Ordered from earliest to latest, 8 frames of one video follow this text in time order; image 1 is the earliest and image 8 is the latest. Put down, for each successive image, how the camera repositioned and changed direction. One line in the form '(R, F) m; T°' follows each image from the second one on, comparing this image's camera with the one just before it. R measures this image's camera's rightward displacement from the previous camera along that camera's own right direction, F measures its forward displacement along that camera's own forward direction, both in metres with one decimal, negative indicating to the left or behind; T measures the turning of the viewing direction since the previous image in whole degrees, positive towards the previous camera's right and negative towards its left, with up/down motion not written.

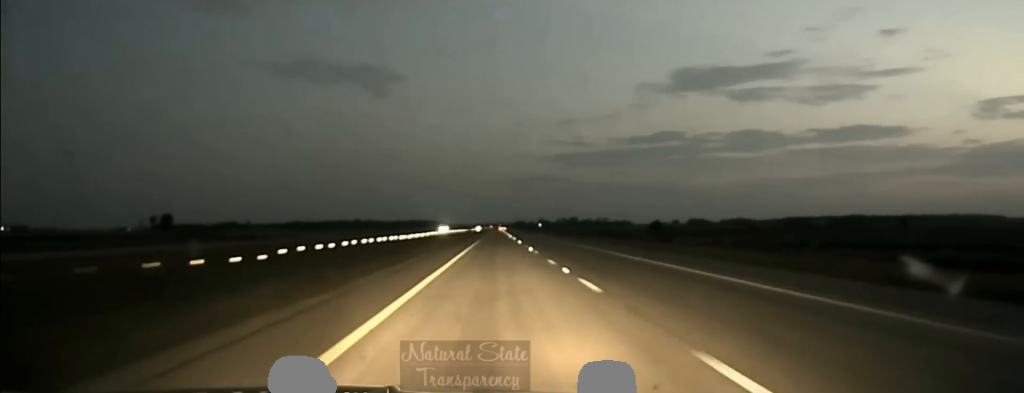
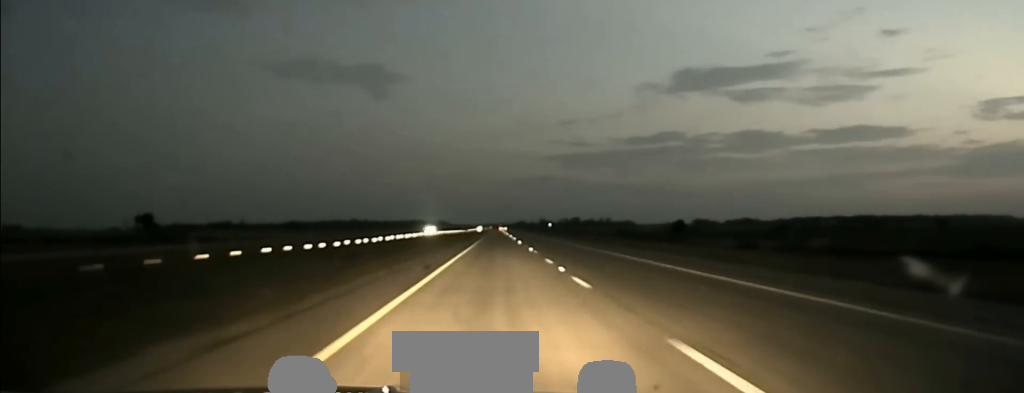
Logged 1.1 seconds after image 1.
(-0.1, +53.0) m; 0°
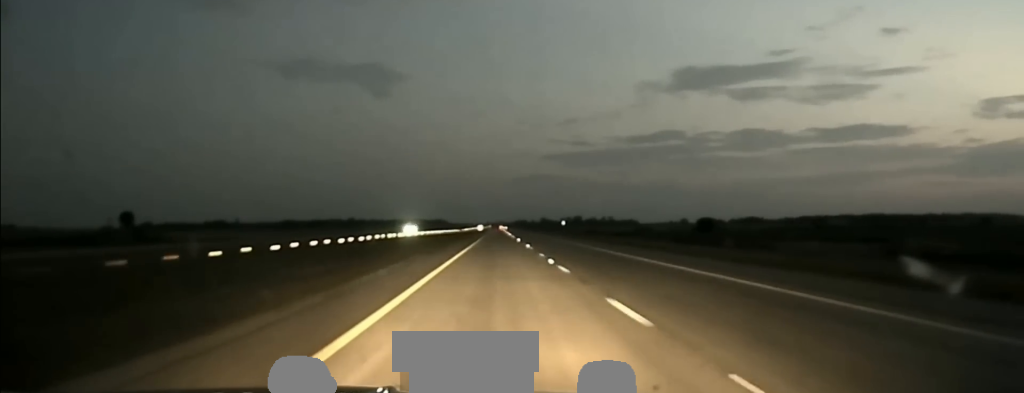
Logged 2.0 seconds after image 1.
(+0.1, +51.3) m; 0°
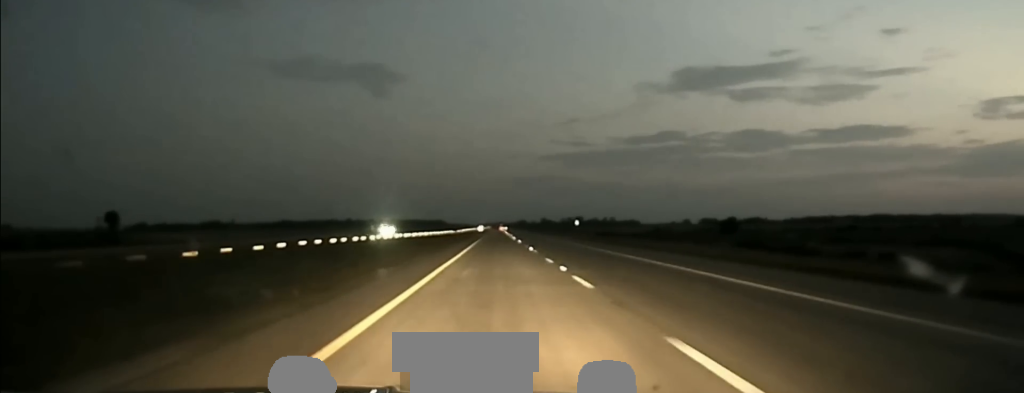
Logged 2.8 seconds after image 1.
(0.0, +35.4) m; 0°
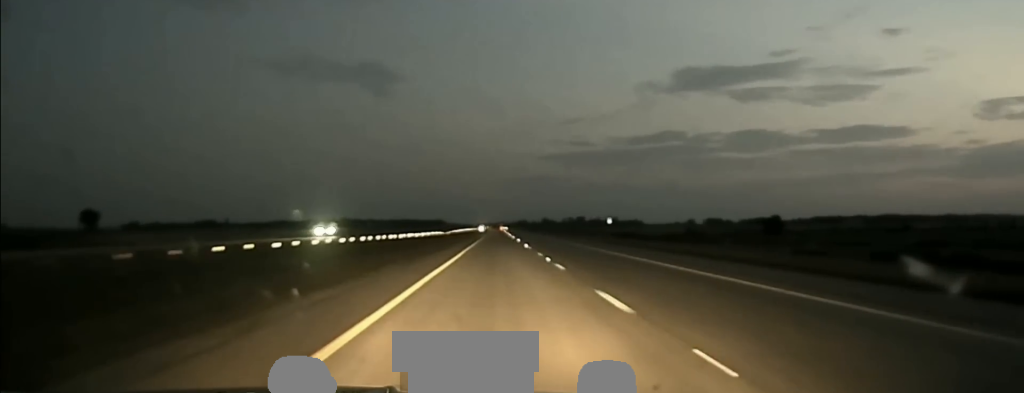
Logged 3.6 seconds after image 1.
(0.0, +40.4) m; 0°
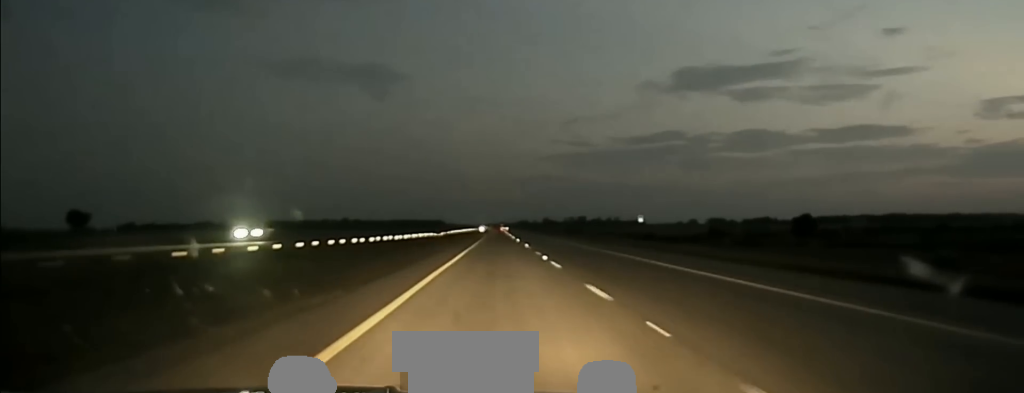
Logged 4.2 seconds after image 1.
(0.0, +22.4) m; 0°
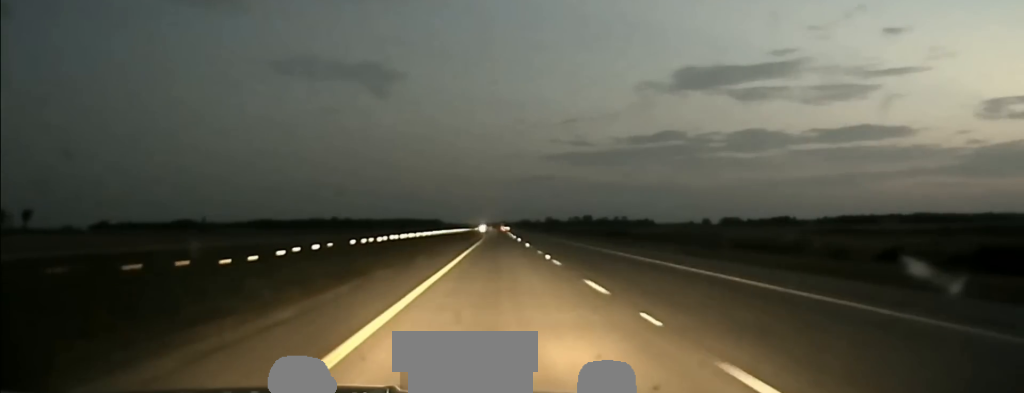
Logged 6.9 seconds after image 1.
(+0.3, +106.4) m; 0°
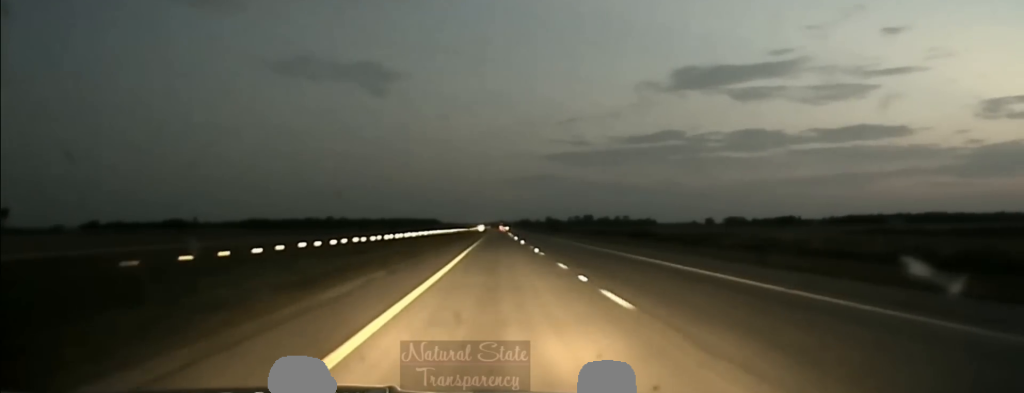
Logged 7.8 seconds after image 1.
(-0.1, +39.4) m; 0°
